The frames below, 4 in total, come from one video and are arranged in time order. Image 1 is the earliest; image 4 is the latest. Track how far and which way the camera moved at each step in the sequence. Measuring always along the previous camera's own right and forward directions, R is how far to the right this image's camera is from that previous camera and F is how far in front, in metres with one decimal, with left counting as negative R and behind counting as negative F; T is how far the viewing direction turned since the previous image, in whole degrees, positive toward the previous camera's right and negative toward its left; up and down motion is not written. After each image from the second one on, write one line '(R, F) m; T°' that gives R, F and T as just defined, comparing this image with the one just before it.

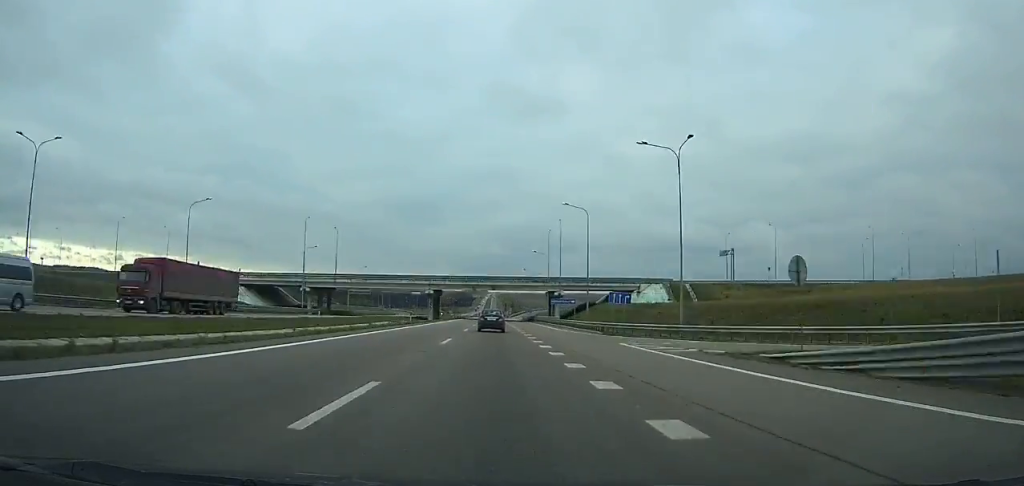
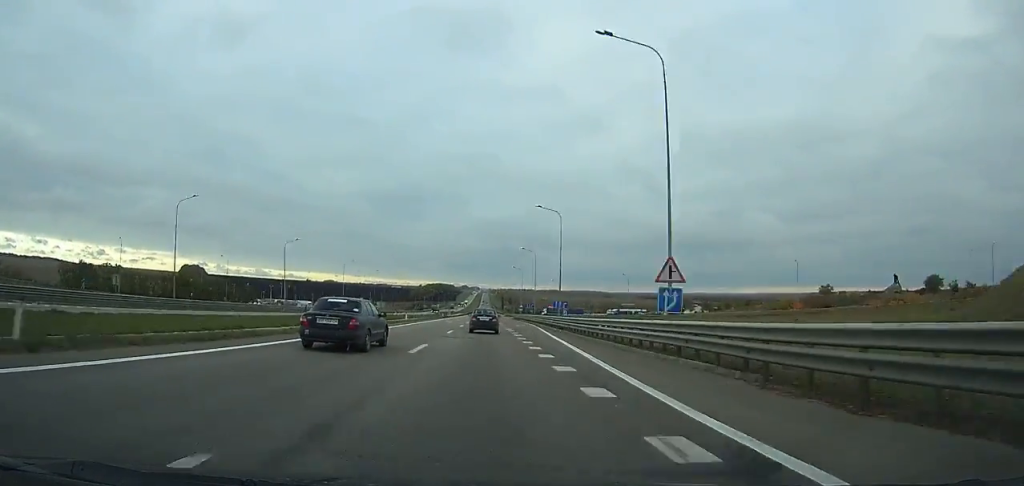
(+1.3, +272.8) m; 0°
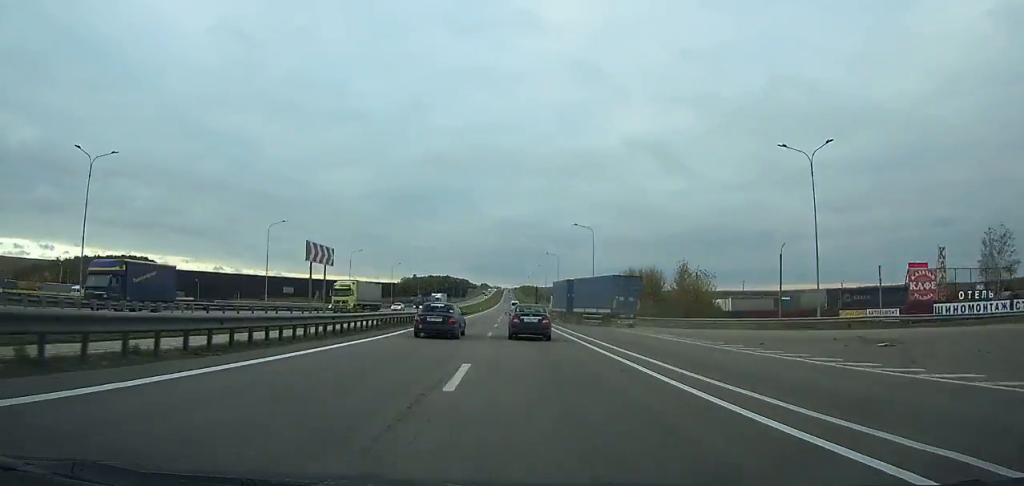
(-1.8, +235.6) m; -1°
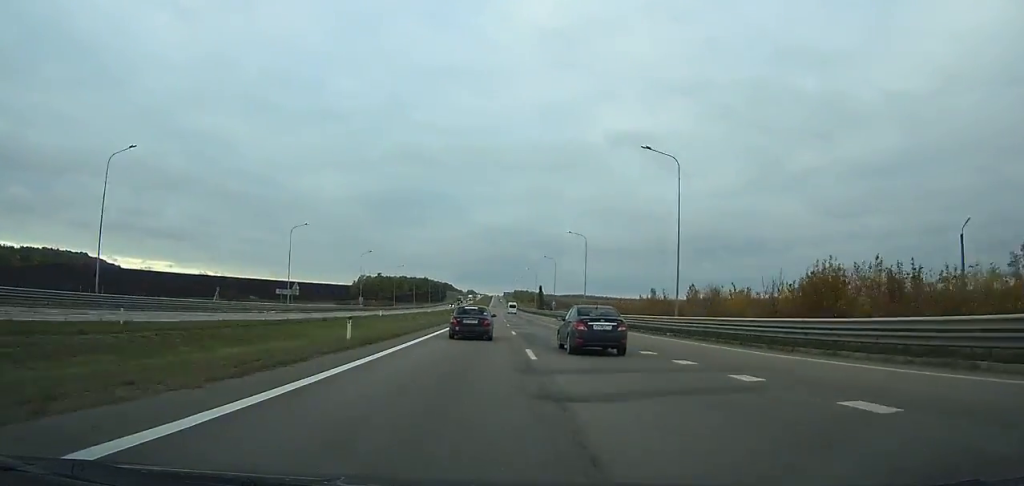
(-0.4, +126.7) m; 0°
